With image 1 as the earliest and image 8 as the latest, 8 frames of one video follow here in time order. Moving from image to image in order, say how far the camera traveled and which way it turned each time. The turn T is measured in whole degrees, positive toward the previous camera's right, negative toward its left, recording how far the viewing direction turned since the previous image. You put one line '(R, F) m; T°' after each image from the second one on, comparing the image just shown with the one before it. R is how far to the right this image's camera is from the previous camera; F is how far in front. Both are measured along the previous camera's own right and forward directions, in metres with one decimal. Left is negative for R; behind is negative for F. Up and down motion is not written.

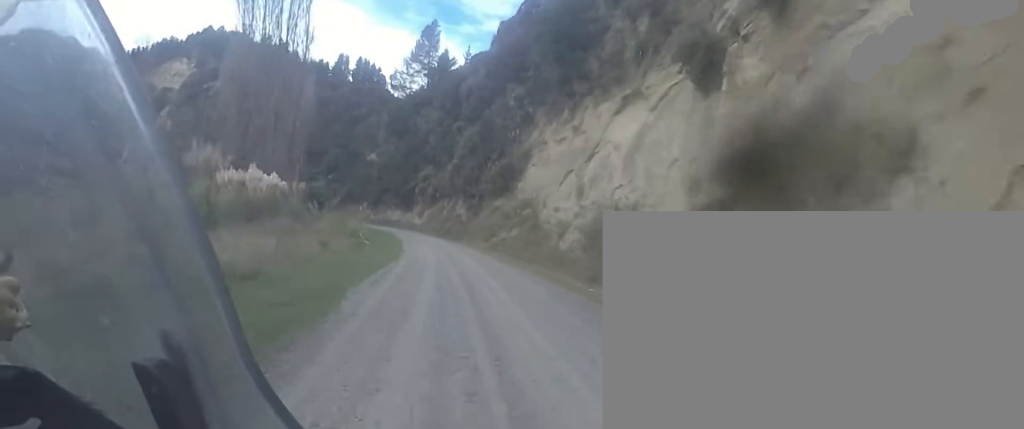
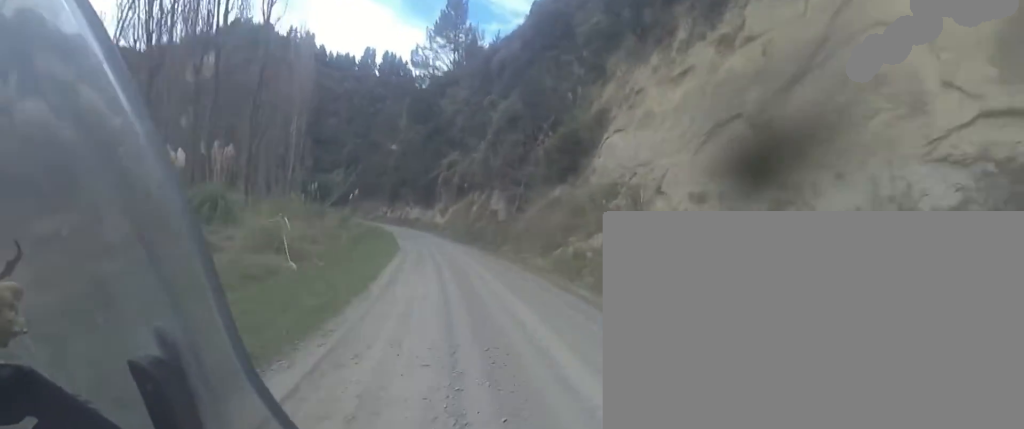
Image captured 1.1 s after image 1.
(+0.9, +16.0) m; -6°
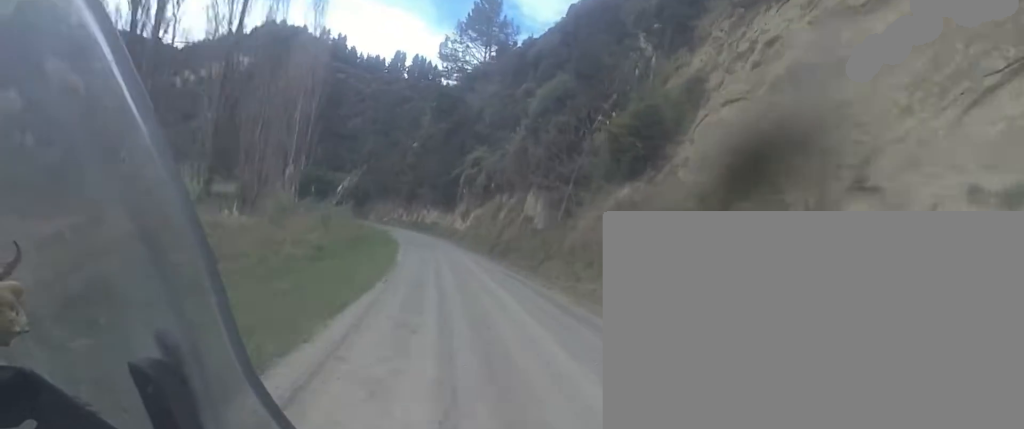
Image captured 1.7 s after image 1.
(-0.8, +8.8) m; -5°
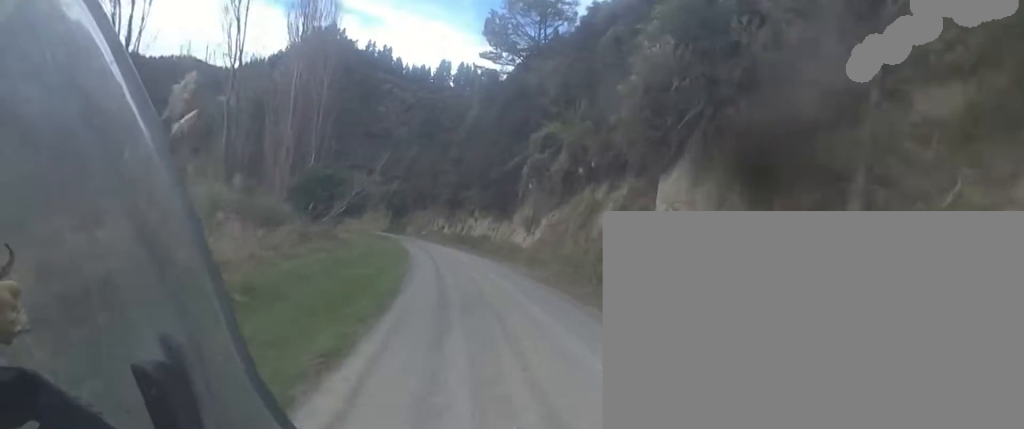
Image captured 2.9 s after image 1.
(-1.6, +18.2) m; -5°
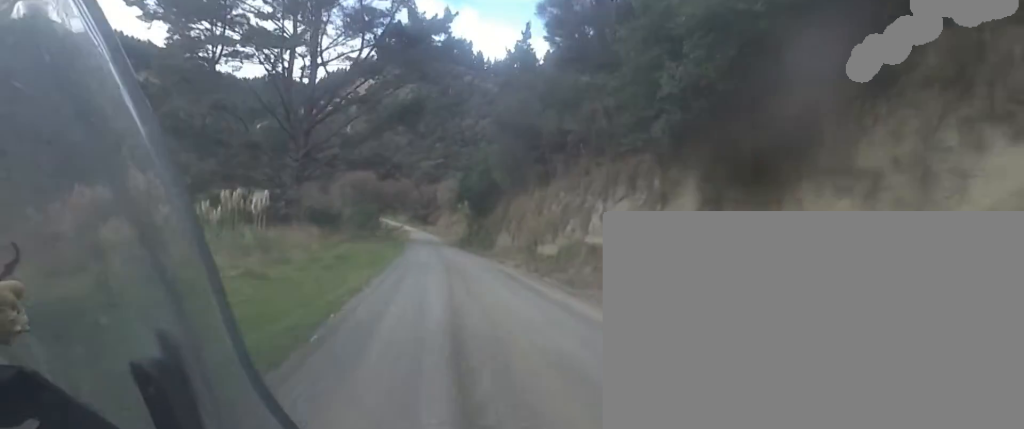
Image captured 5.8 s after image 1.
(-3.9, +43.9) m; -10°
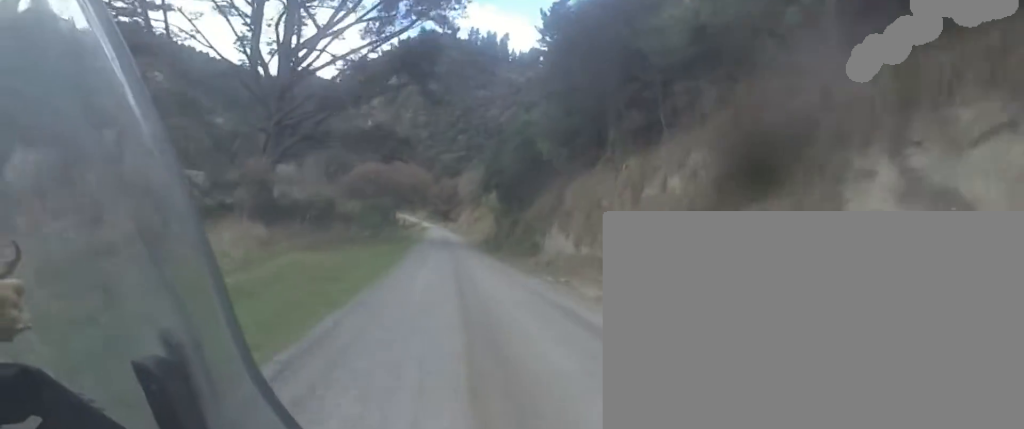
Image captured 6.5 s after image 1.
(-0.1, +11.4) m; -3°
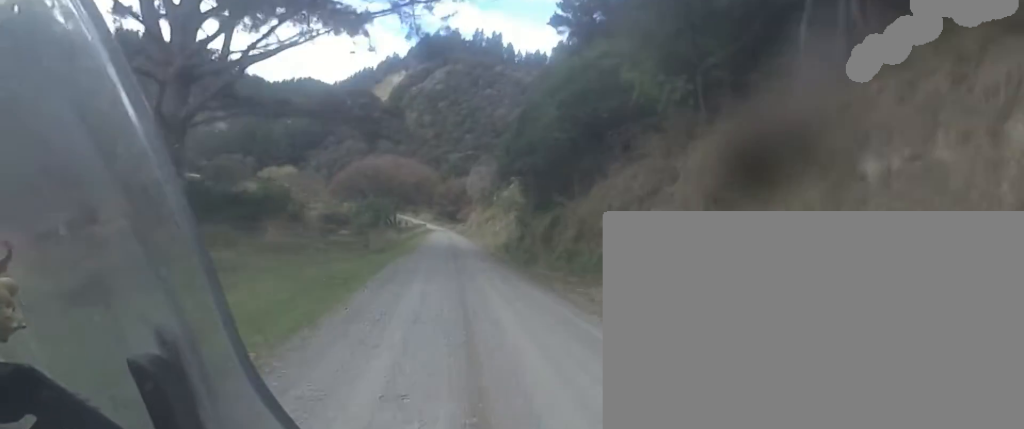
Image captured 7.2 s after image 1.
(-1.0, +10.9) m; 0°
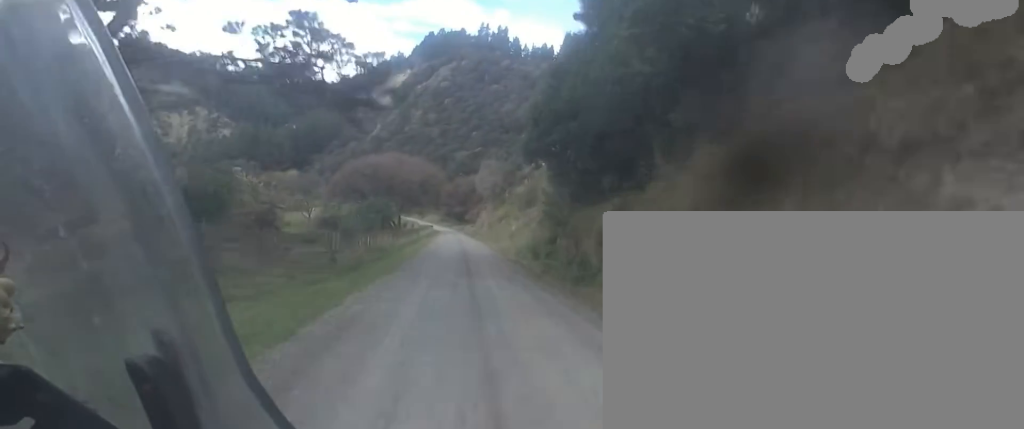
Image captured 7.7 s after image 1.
(+0.5, +7.8) m; +1°
